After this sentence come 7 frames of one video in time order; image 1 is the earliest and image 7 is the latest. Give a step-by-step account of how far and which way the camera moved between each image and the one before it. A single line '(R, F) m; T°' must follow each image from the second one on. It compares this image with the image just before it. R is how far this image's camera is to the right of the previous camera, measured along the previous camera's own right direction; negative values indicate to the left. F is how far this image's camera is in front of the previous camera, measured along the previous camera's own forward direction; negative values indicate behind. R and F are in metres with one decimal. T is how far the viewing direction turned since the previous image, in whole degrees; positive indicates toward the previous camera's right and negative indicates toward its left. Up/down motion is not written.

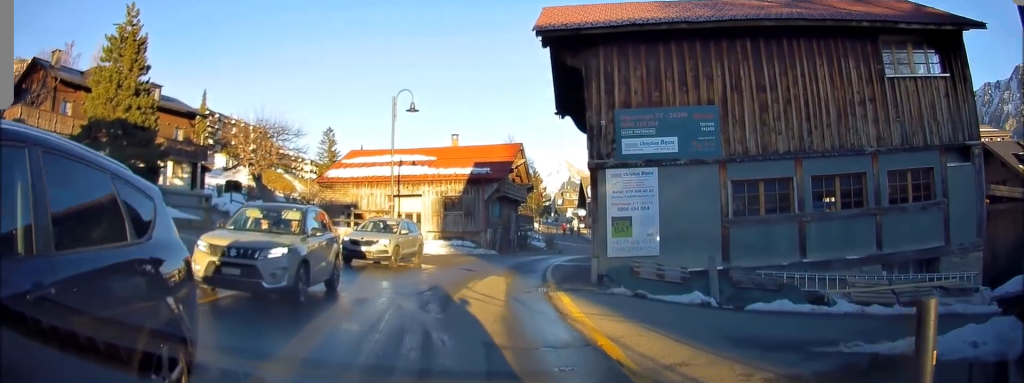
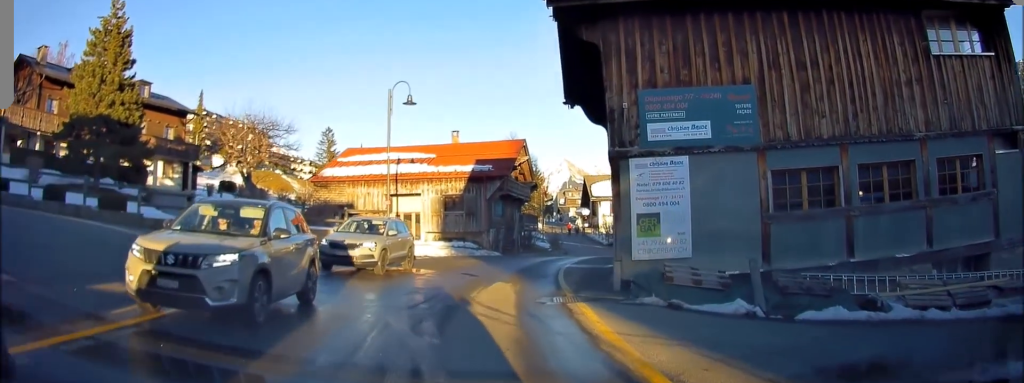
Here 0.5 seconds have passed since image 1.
(+0.1, +1.7) m; 0°
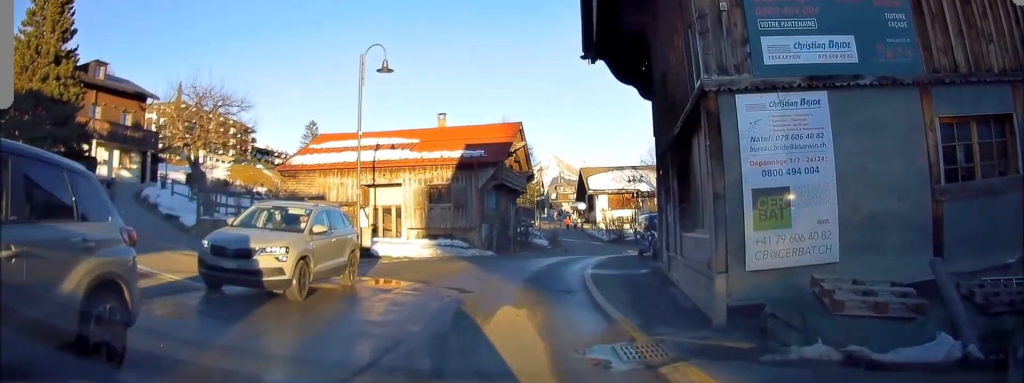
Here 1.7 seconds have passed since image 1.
(-0.2, +5.3) m; 0°
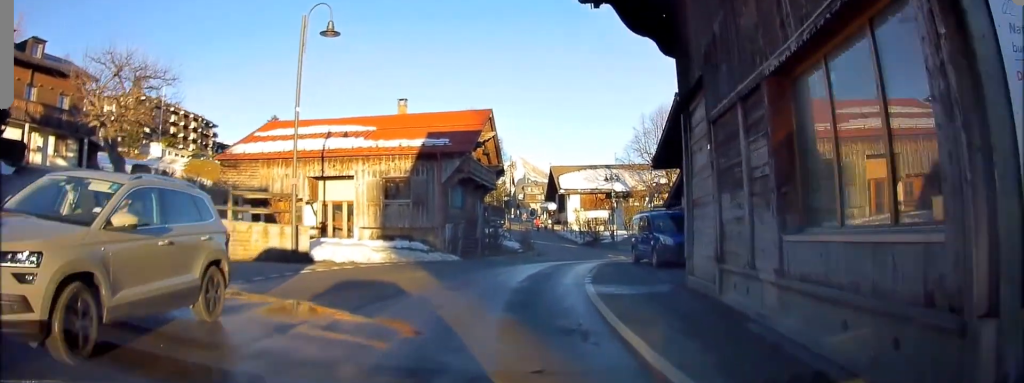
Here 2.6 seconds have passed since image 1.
(0.0, +4.2) m; +7°
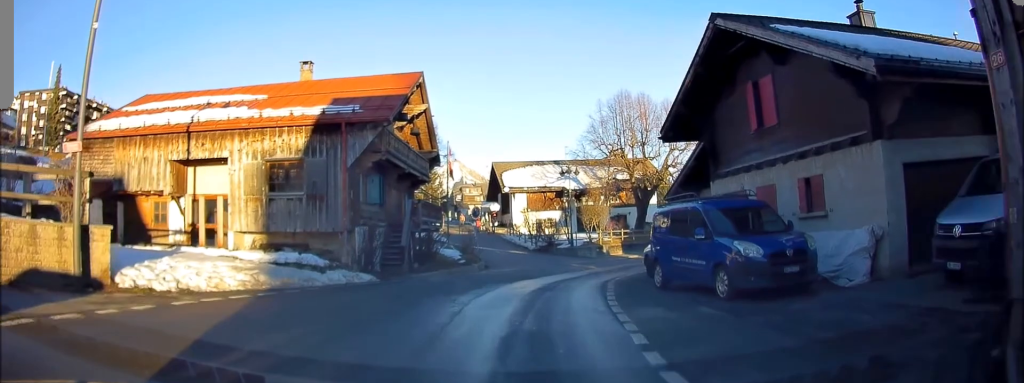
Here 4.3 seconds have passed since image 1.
(+0.3, +9.0) m; +1°
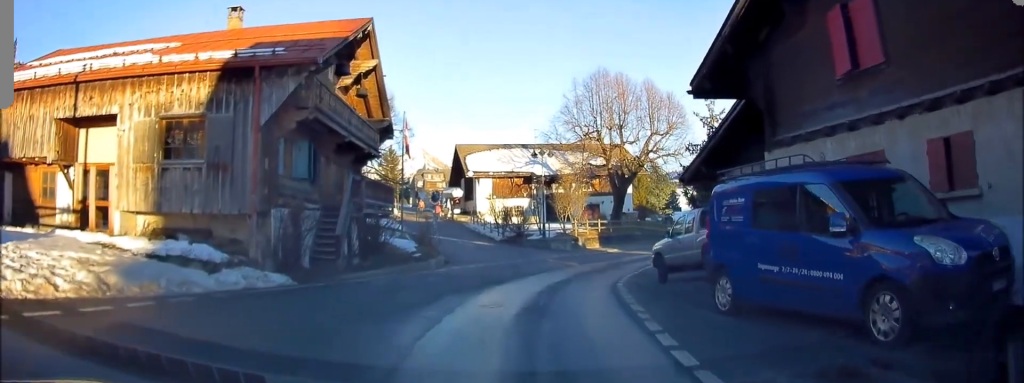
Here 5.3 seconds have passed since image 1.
(+0.1, +5.3) m; +4°
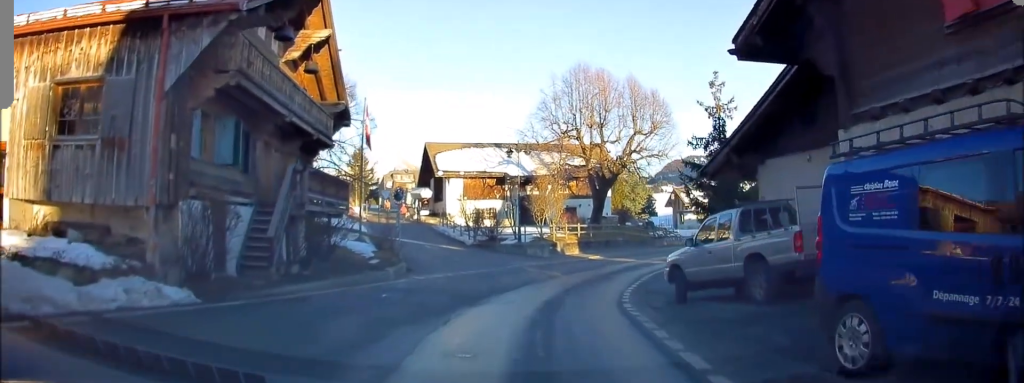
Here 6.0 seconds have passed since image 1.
(+0.1, +3.7) m; +3°
